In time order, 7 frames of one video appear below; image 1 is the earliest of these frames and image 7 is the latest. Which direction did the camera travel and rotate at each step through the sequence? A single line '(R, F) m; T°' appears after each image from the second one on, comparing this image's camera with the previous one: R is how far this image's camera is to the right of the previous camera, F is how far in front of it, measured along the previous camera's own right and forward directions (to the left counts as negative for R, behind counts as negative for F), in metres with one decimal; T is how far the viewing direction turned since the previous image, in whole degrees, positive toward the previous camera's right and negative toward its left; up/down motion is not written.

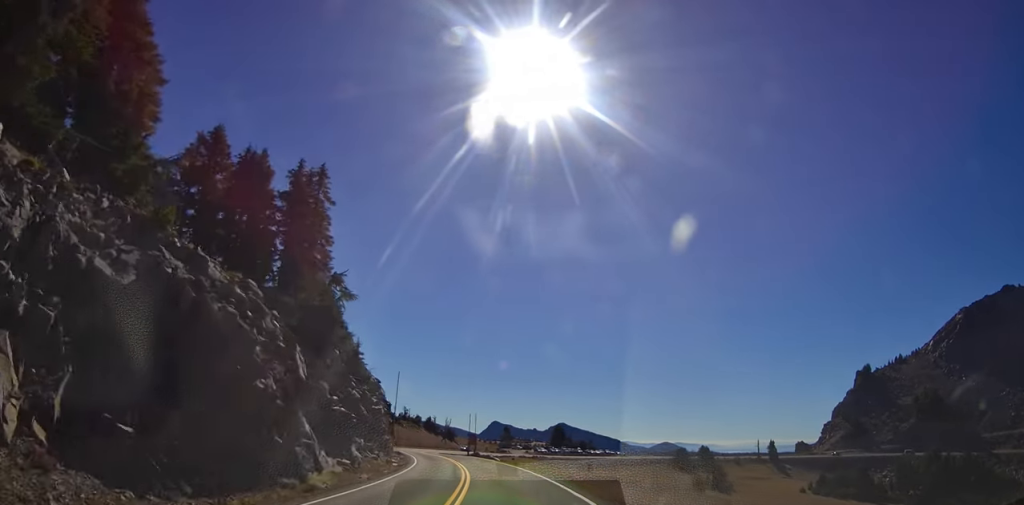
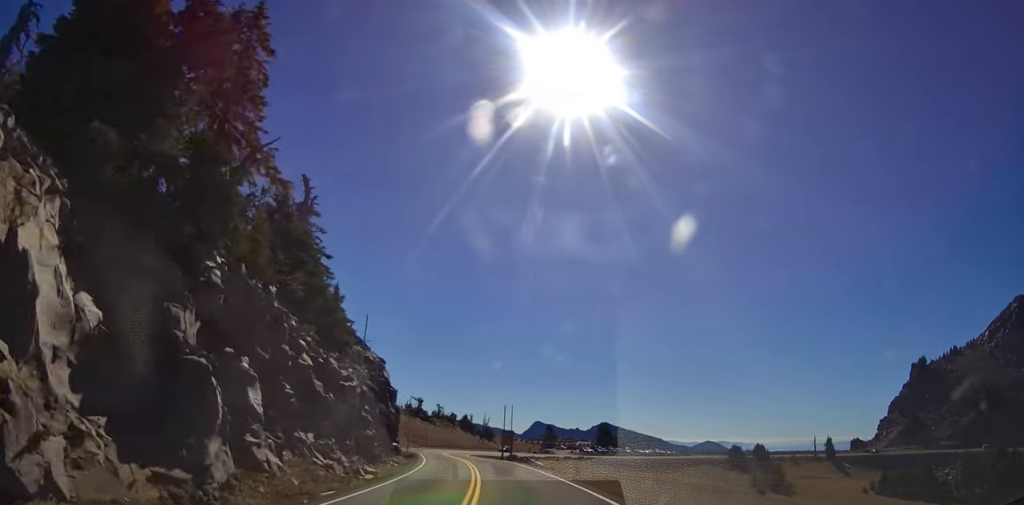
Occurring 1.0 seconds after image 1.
(-0.8, +16.0) m; -3°
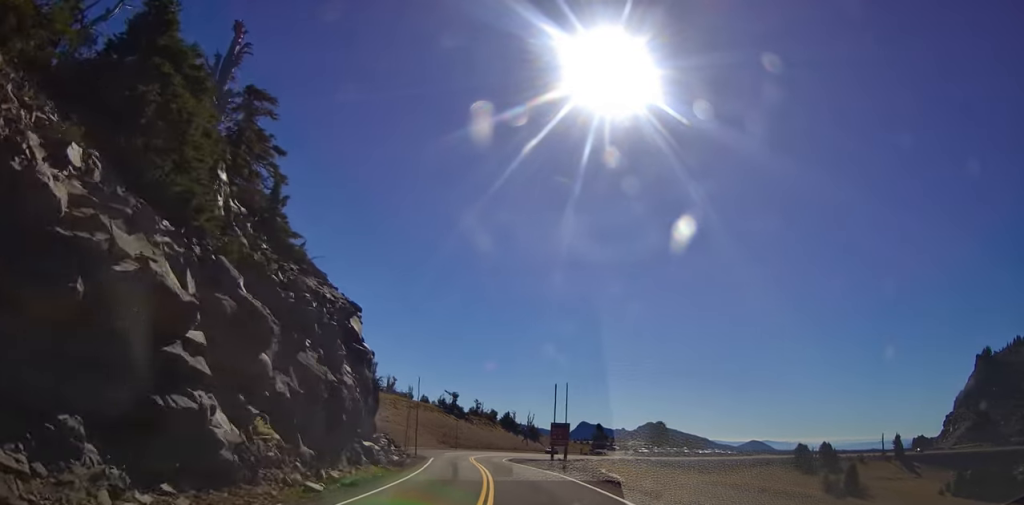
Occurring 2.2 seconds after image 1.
(0.0, +20.2) m; 0°
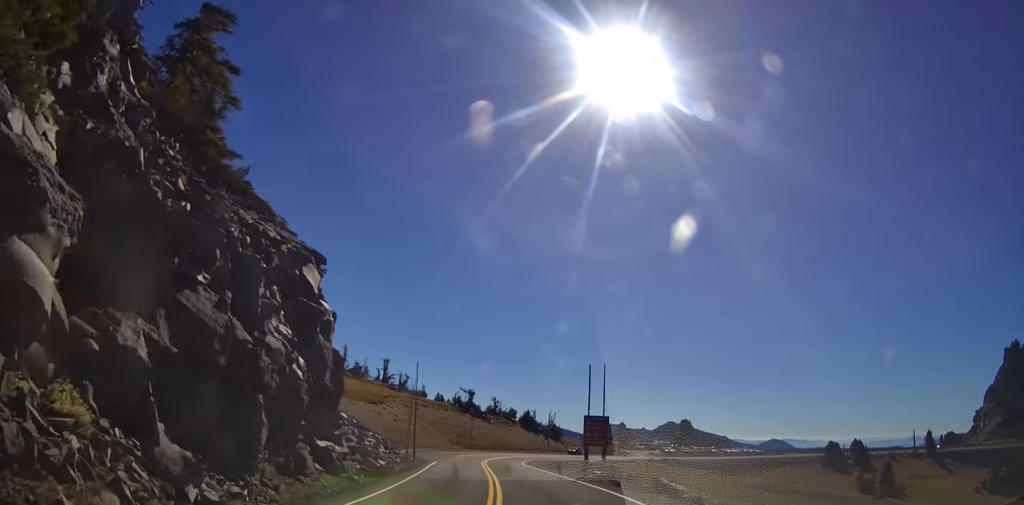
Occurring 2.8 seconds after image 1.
(0.0, +9.2) m; 0°
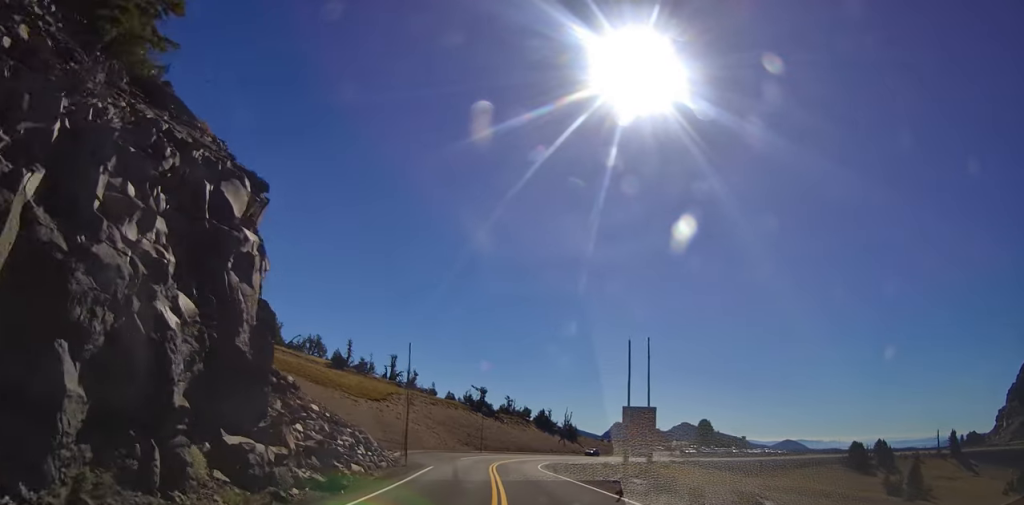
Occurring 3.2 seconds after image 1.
(0.0, +7.6) m; 0°
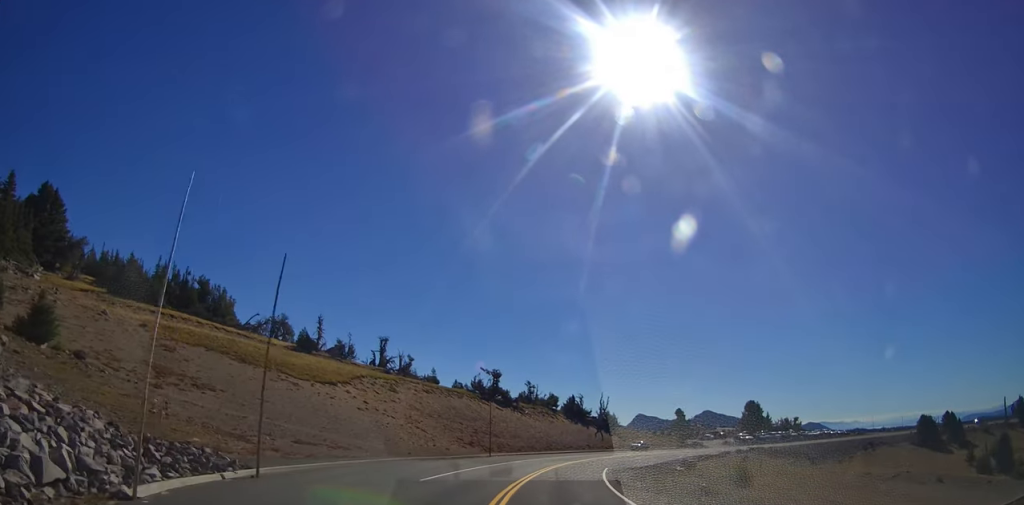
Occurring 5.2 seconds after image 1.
(0.0, +28.5) m; 0°
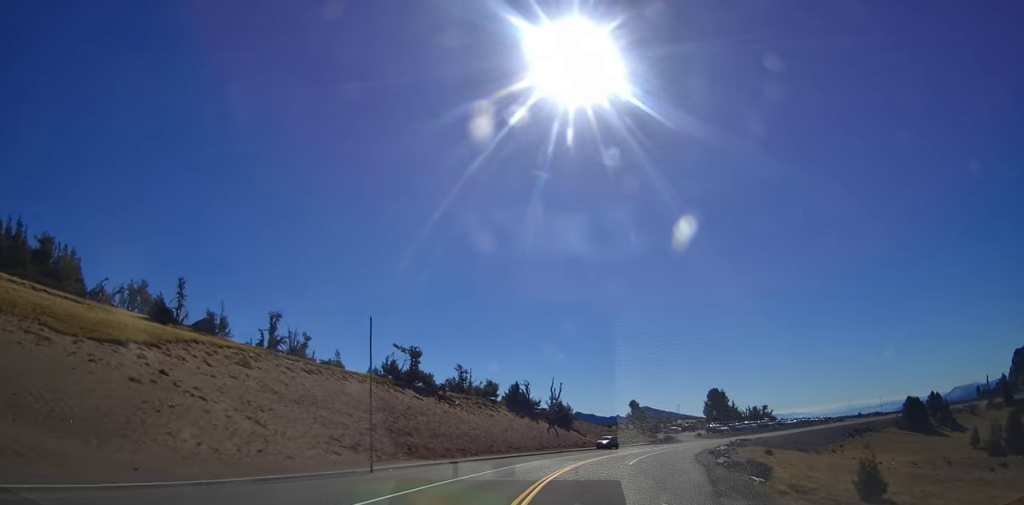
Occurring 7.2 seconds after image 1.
(-0.4, +23.6) m; 0°
